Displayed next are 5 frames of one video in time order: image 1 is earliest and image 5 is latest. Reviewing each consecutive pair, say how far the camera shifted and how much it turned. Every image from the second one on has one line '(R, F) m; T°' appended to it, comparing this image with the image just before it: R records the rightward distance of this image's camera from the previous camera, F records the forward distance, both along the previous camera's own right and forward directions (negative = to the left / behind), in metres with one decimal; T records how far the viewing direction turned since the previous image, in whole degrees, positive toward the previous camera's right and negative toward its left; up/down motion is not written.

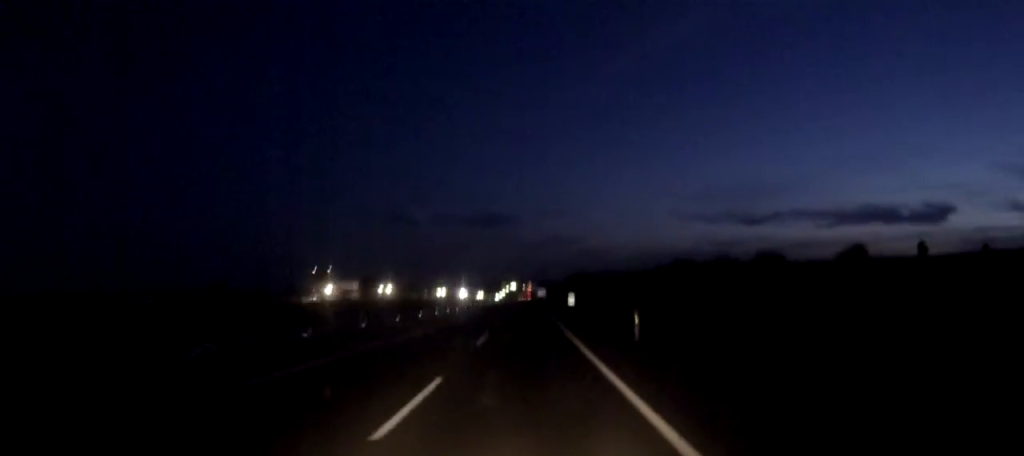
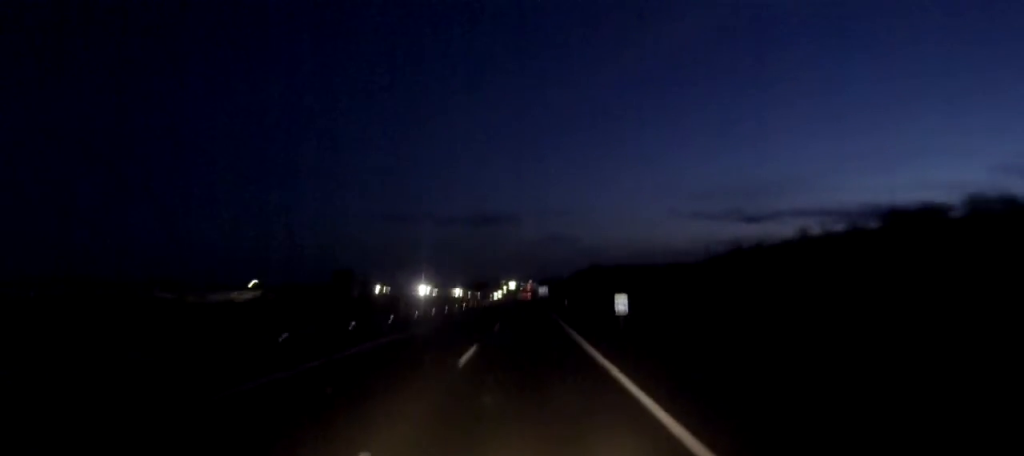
(-0.1, +43.1) m; 0°
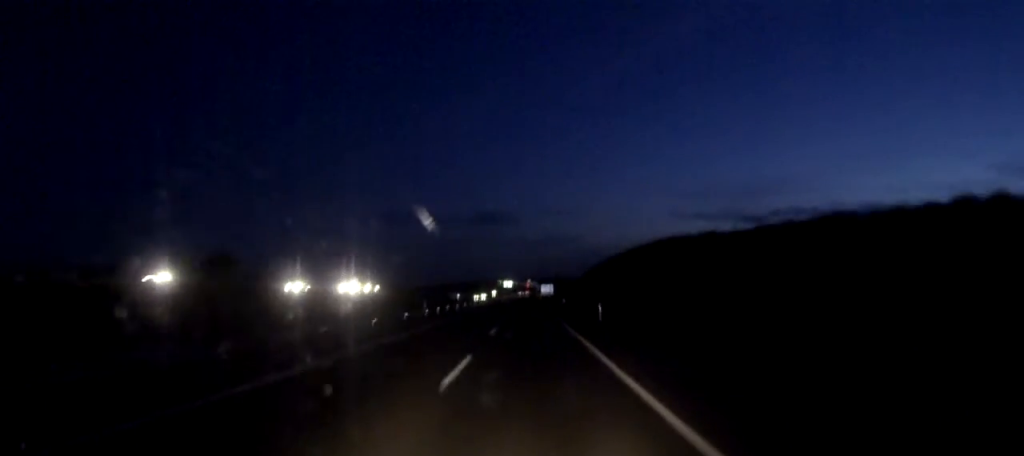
(-0.3, +92.1) m; 0°
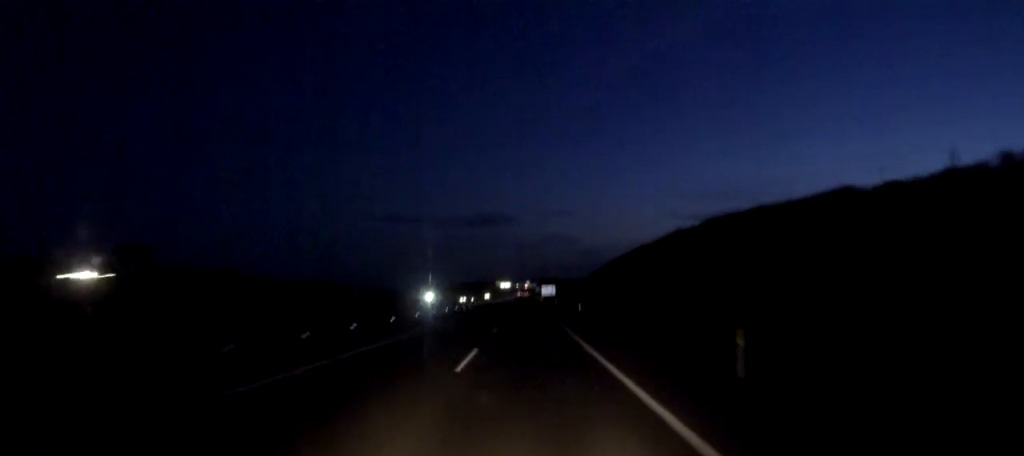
(0.0, +31.8) m; 0°
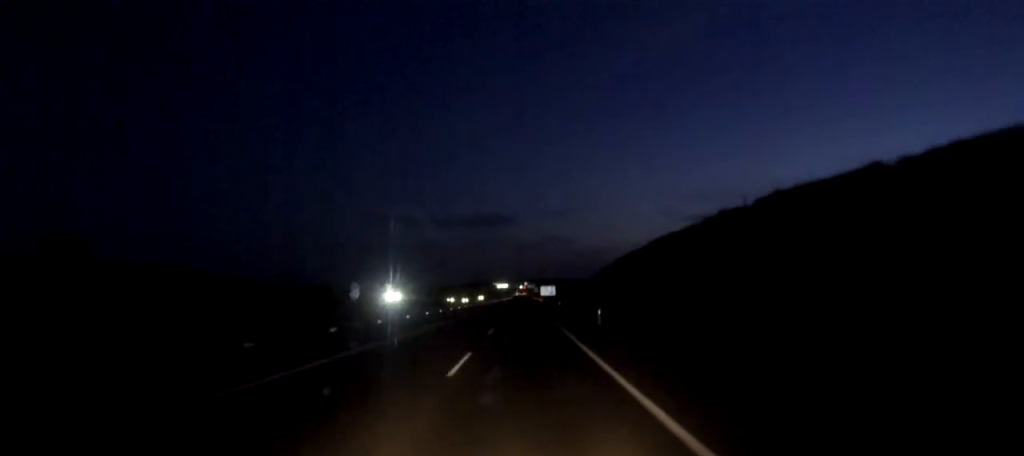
(0.0, +18.6) m; 0°
